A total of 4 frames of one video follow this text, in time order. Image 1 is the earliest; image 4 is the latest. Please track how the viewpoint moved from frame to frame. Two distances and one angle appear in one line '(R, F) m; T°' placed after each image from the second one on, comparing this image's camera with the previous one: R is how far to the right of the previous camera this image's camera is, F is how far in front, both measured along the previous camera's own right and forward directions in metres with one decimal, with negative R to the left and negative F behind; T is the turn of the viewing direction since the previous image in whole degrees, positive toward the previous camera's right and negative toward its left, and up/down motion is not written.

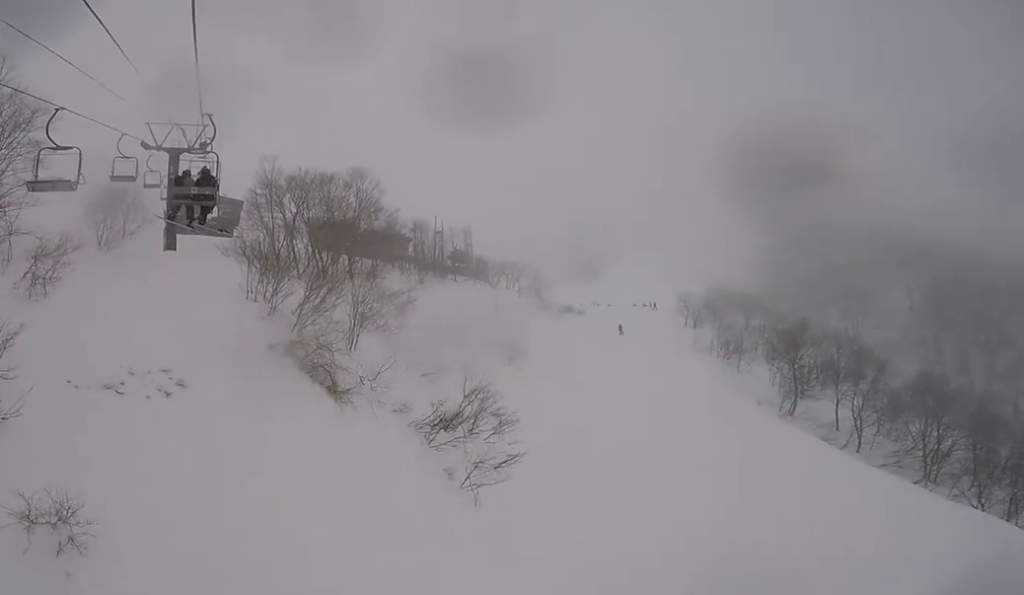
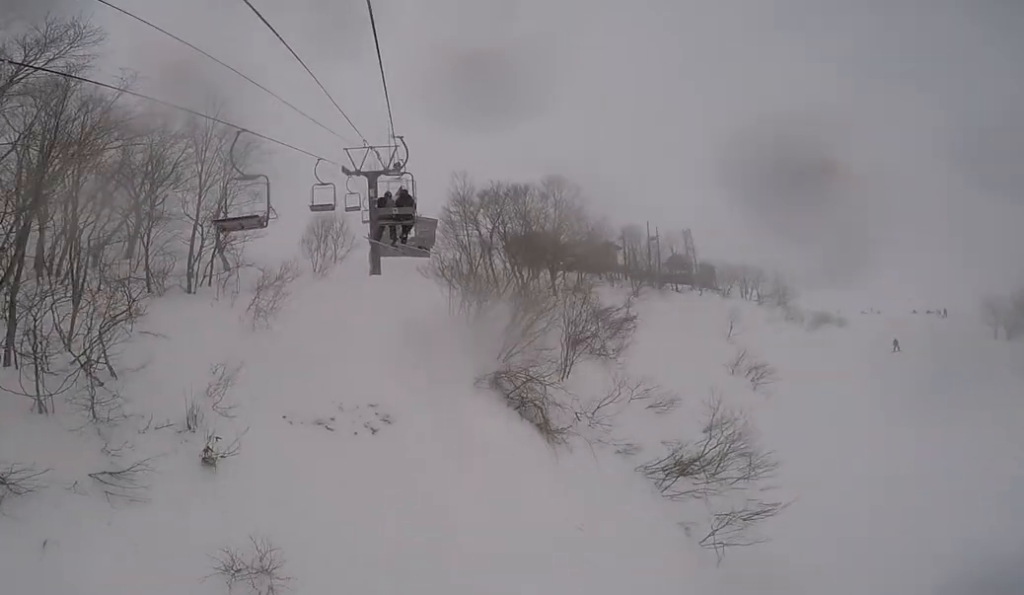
(-0.2, +1.8) m; -6°
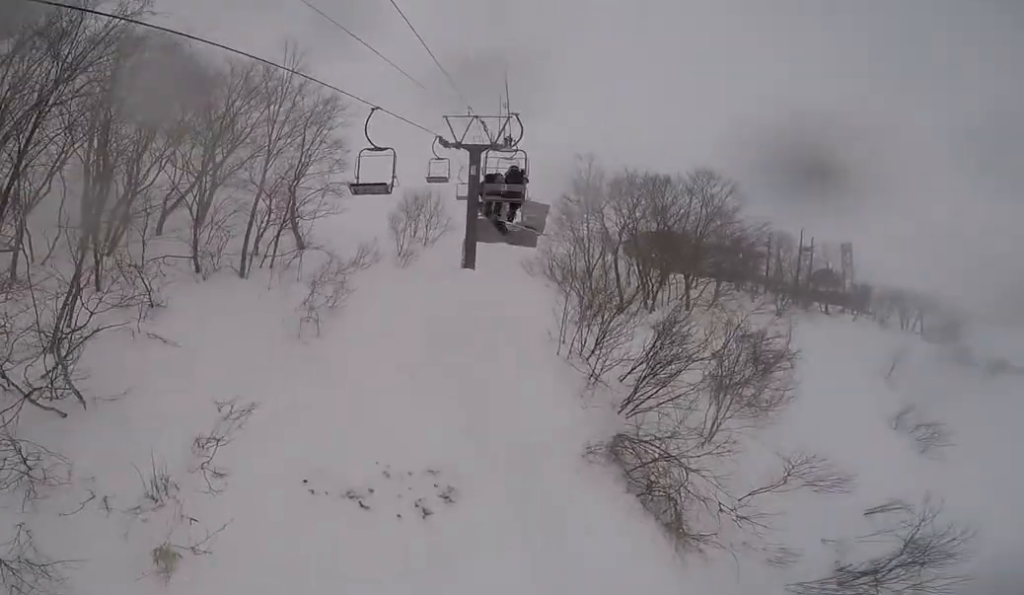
(0.0, +4.5) m; 0°
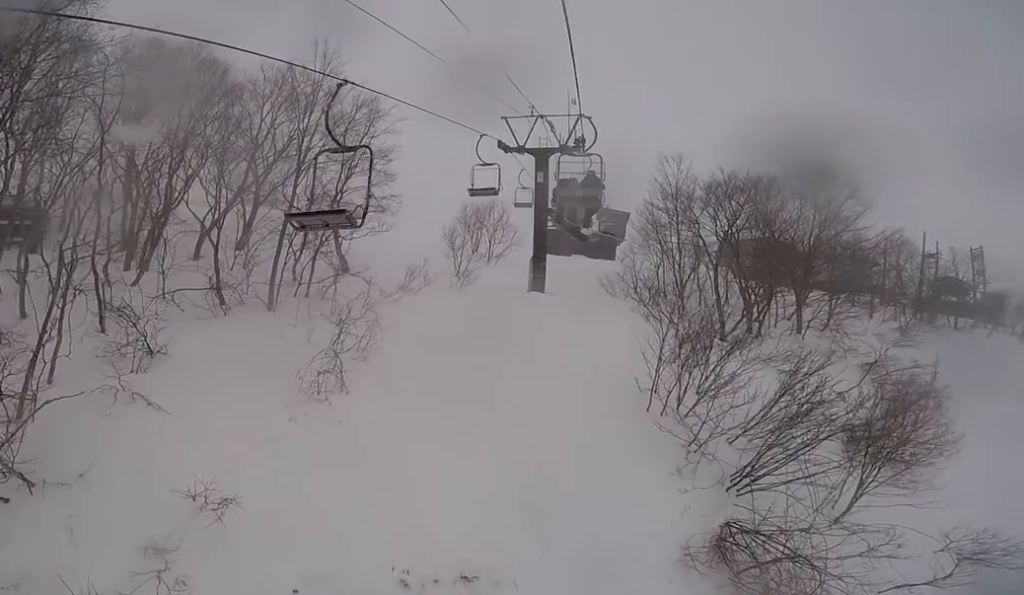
(0.0, +2.8) m; 0°
